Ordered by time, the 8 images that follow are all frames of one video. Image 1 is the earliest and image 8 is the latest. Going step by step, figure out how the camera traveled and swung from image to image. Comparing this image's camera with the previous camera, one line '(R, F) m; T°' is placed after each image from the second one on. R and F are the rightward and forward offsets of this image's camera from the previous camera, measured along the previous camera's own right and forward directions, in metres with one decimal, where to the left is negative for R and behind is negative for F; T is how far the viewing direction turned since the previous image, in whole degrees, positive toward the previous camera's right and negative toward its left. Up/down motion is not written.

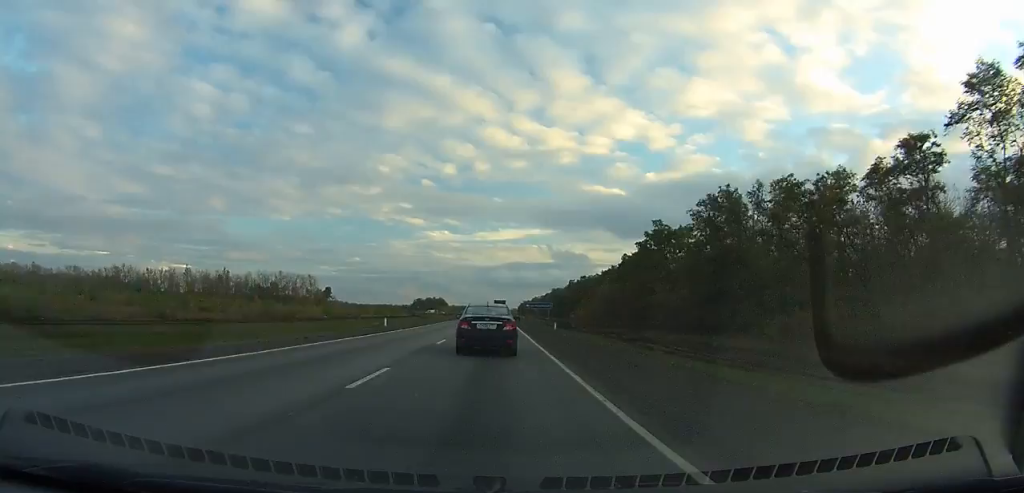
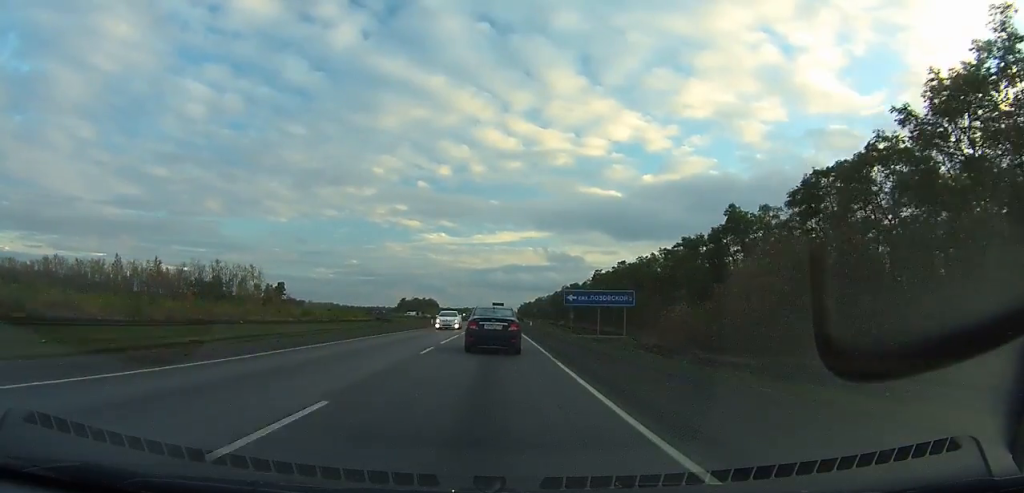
(+0.2, +65.3) m; 0°
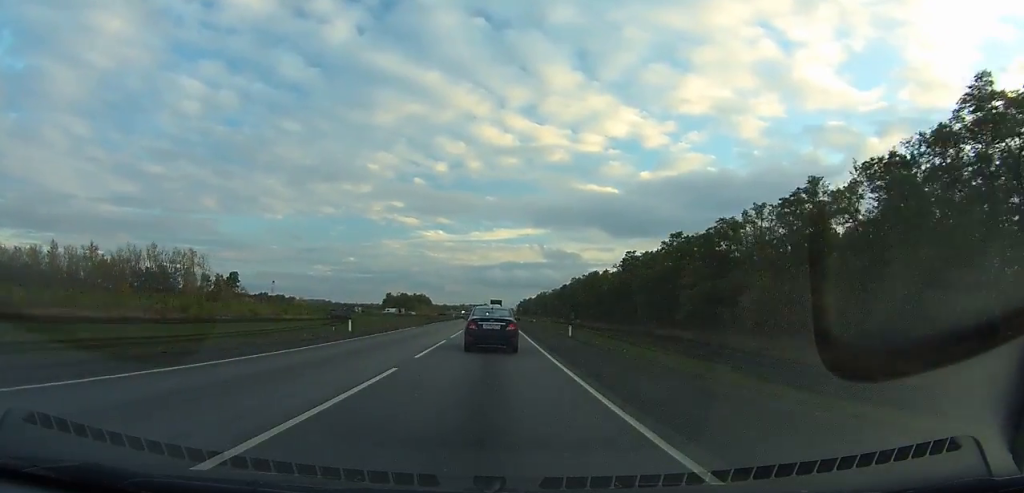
(+0.1, +44.4) m; 0°
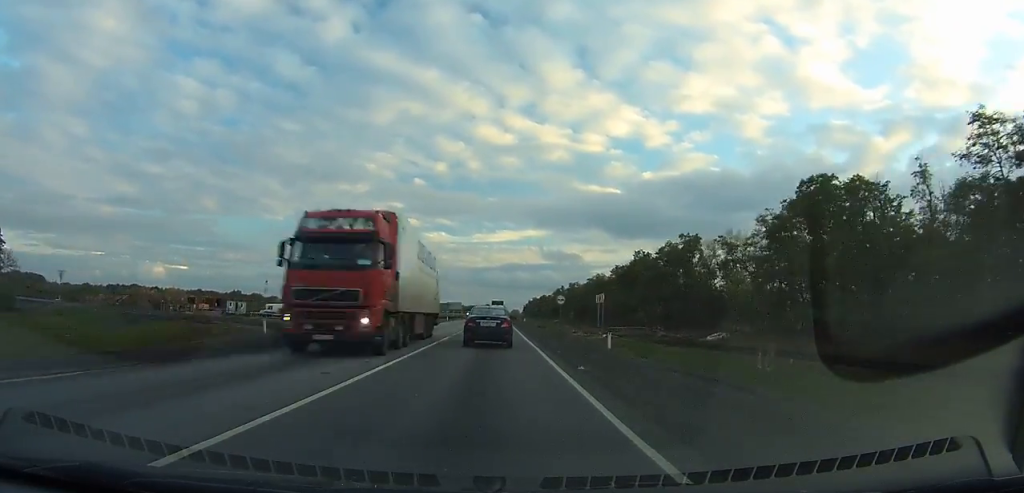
(0.0, +109.4) m; 0°
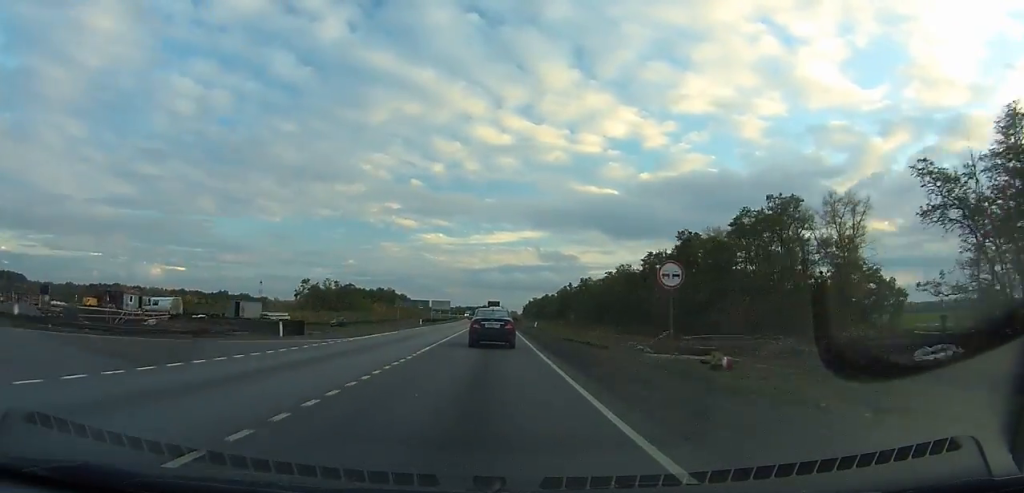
(0.0, +34.9) m; 0°
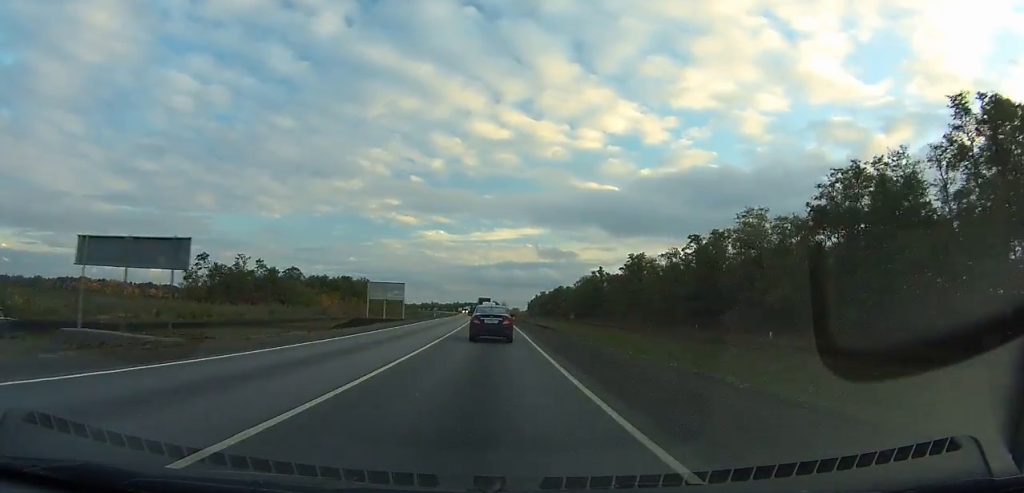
(0.0, +67.7) m; 0°
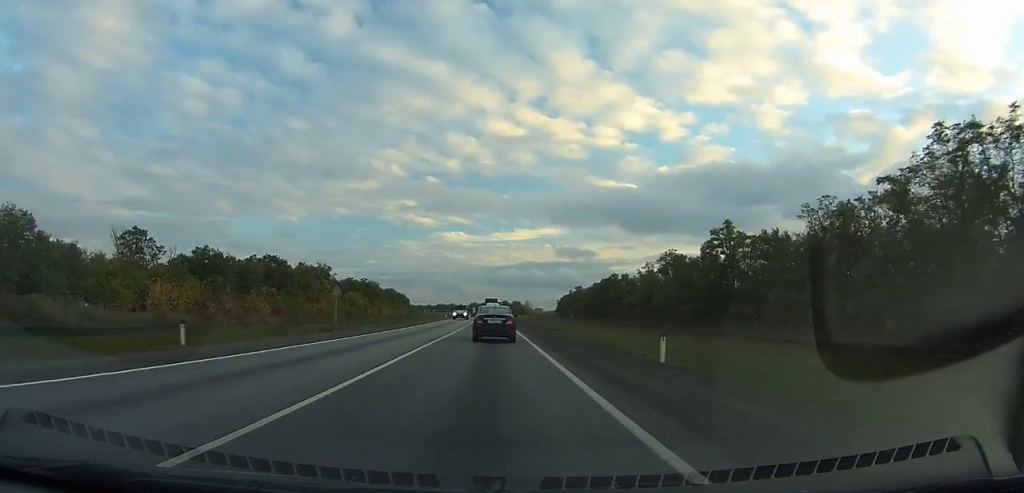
(-0.8, +83.3) m; -1°
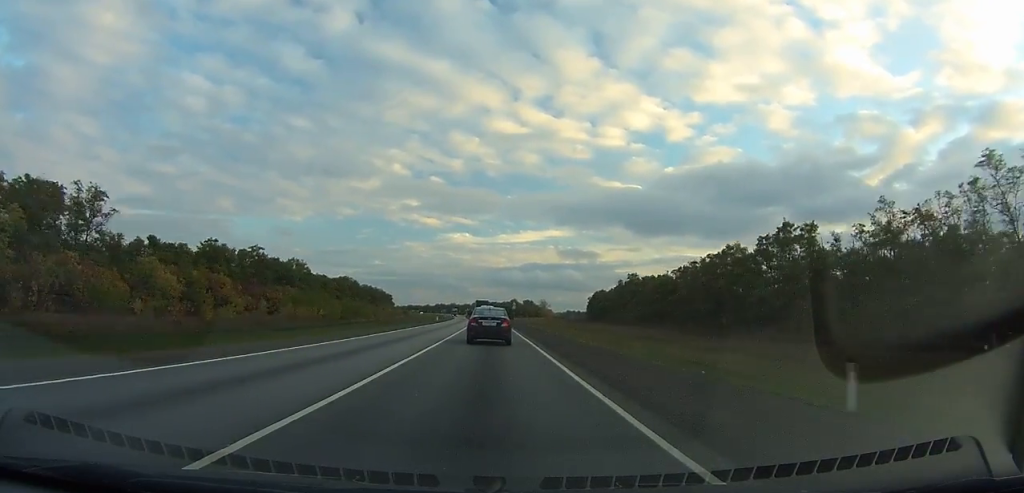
(-1.3, +102.2) m; -1°
